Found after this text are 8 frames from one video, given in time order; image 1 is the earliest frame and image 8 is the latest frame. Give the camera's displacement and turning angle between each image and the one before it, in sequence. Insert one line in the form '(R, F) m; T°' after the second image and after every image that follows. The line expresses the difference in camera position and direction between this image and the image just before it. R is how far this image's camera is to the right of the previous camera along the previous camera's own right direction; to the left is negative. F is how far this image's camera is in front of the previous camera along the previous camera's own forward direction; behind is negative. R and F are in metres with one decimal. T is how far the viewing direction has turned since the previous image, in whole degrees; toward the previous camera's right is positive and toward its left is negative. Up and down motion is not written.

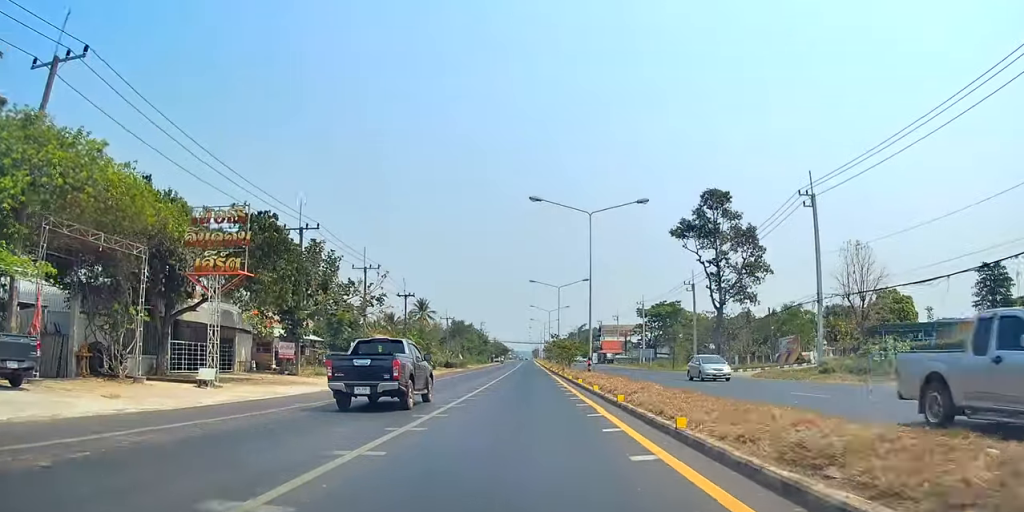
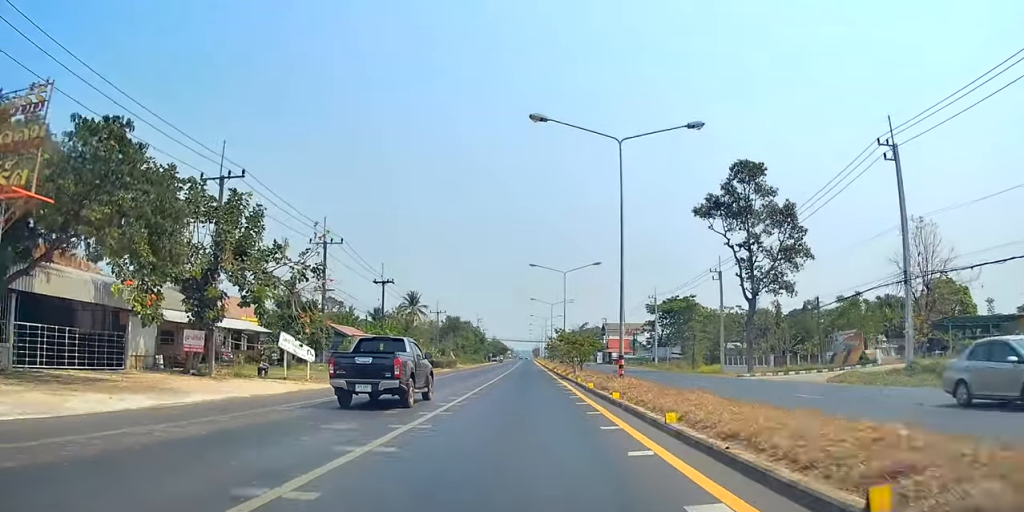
(0.0, +11.9) m; 0°
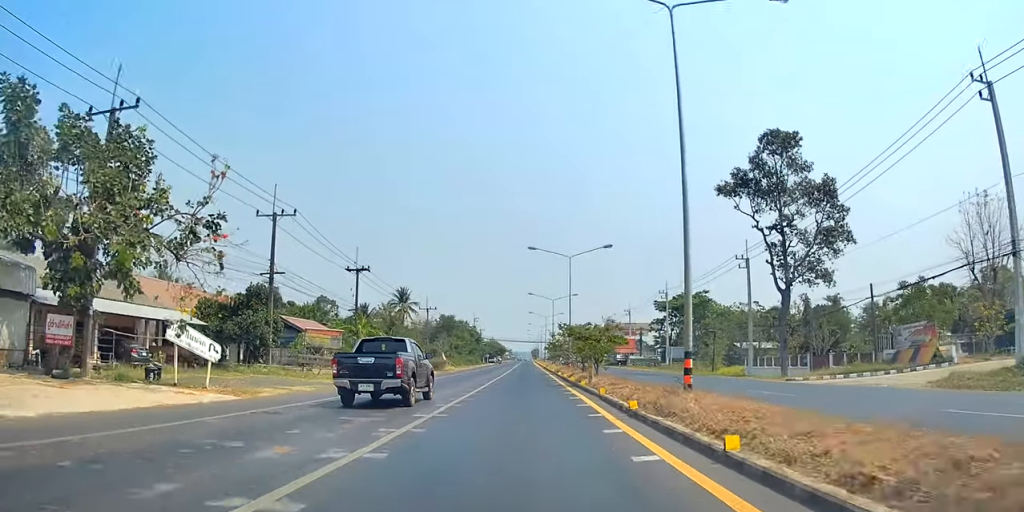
(0.0, +9.9) m; 0°
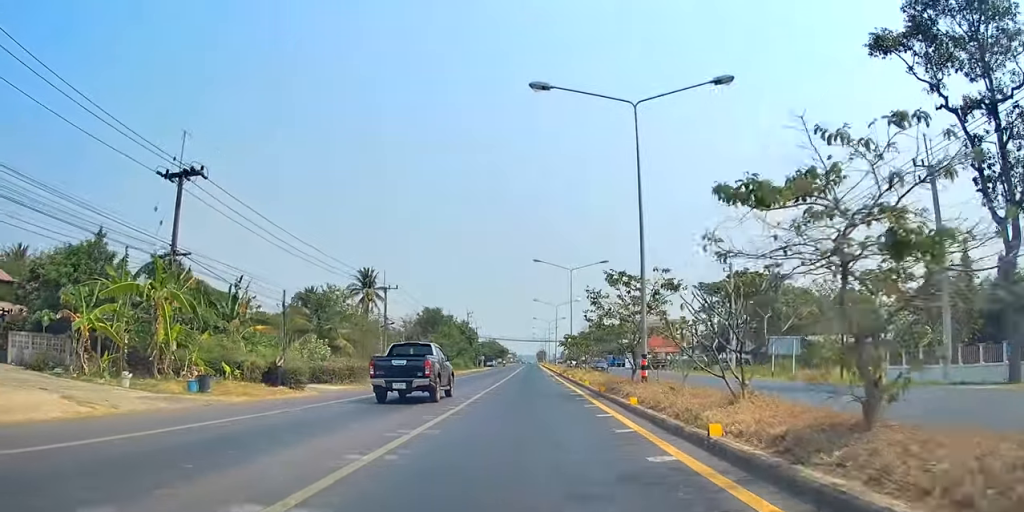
(-0.3, +30.8) m; -1°
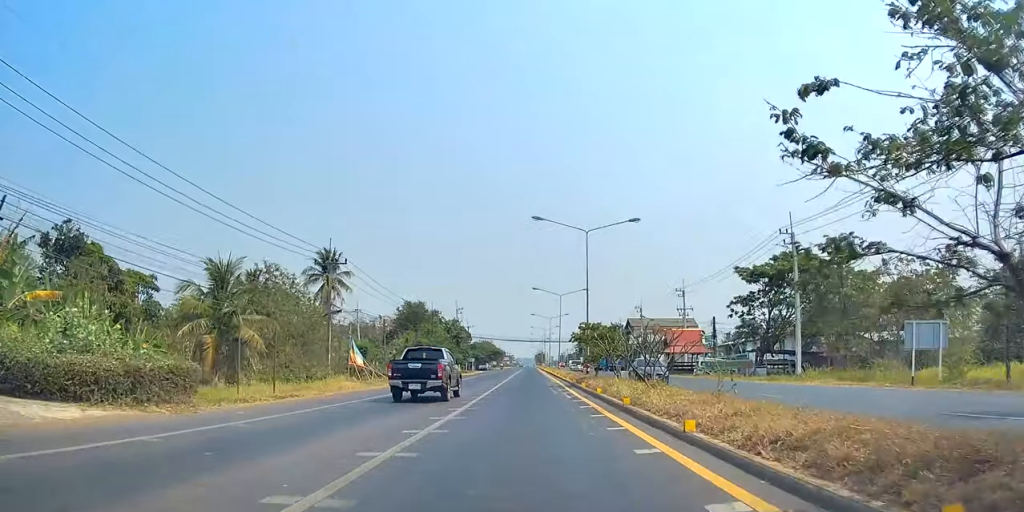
(0.0, +18.6) m; -1°
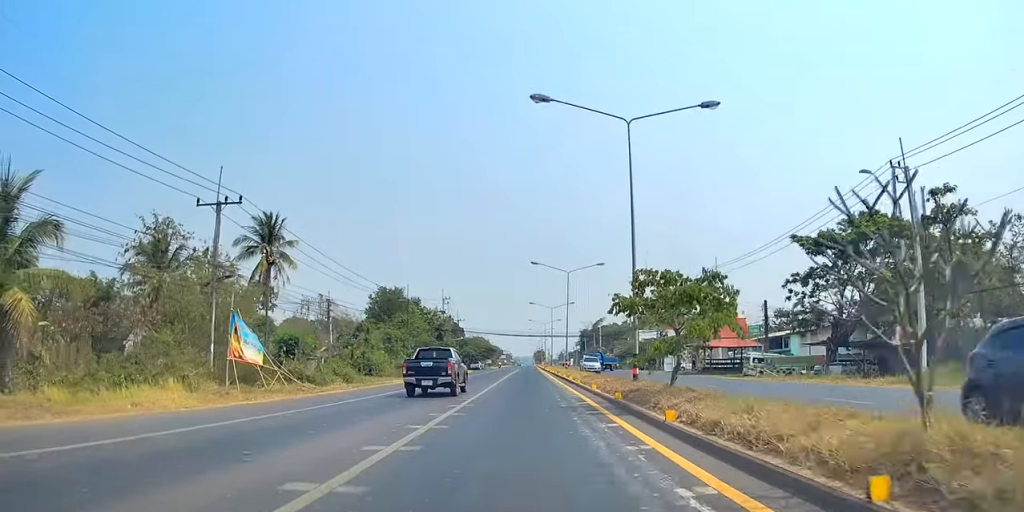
(-0.1, +17.7) m; 0°
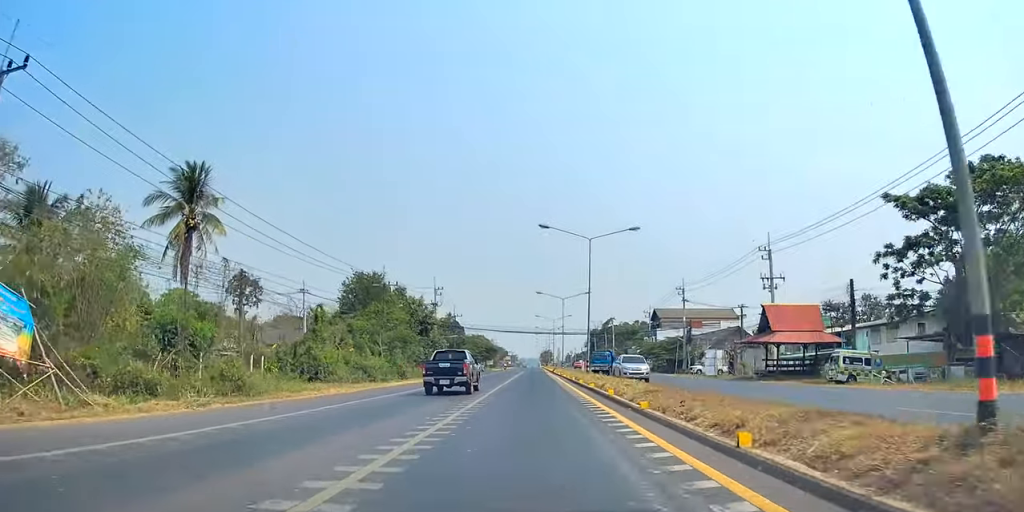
(0.0, +16.9) m; -1°
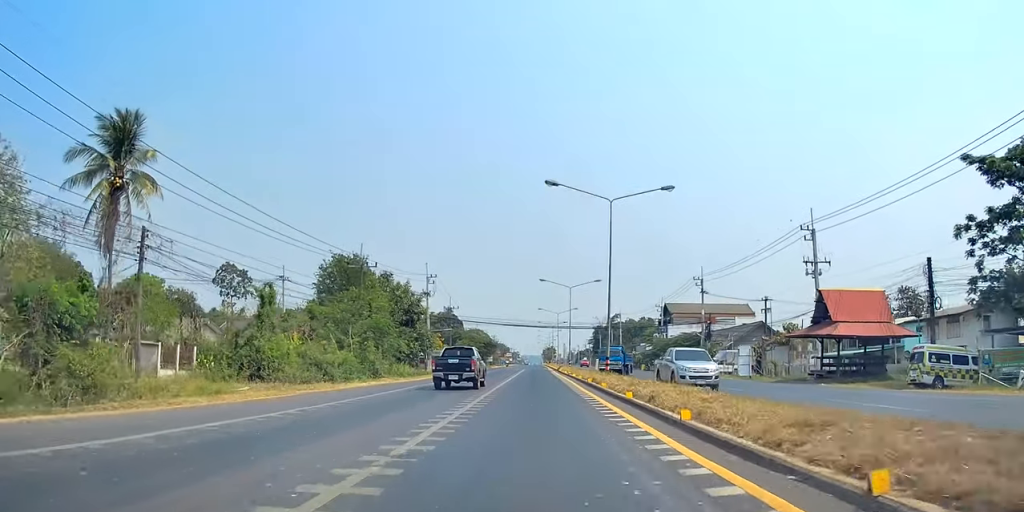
(0.0, +9.7) m; -1°
